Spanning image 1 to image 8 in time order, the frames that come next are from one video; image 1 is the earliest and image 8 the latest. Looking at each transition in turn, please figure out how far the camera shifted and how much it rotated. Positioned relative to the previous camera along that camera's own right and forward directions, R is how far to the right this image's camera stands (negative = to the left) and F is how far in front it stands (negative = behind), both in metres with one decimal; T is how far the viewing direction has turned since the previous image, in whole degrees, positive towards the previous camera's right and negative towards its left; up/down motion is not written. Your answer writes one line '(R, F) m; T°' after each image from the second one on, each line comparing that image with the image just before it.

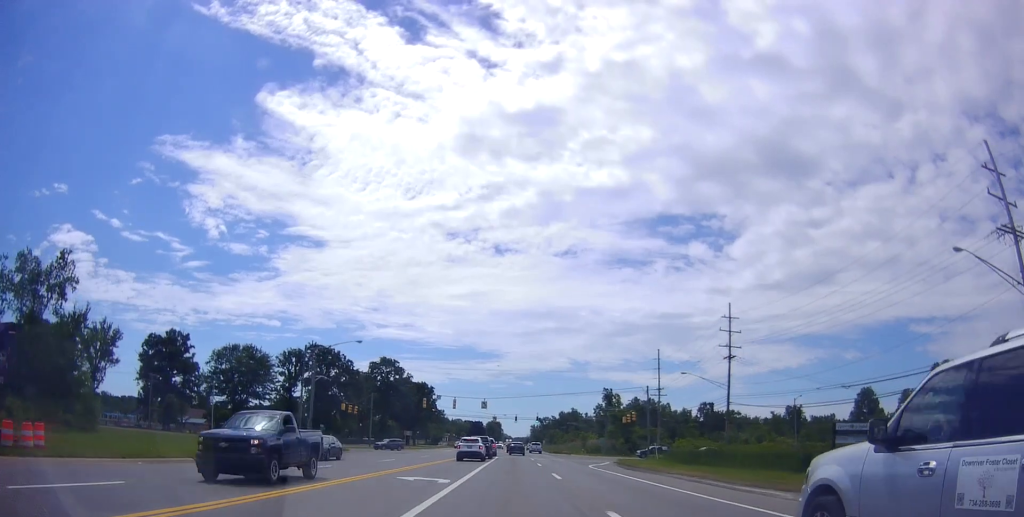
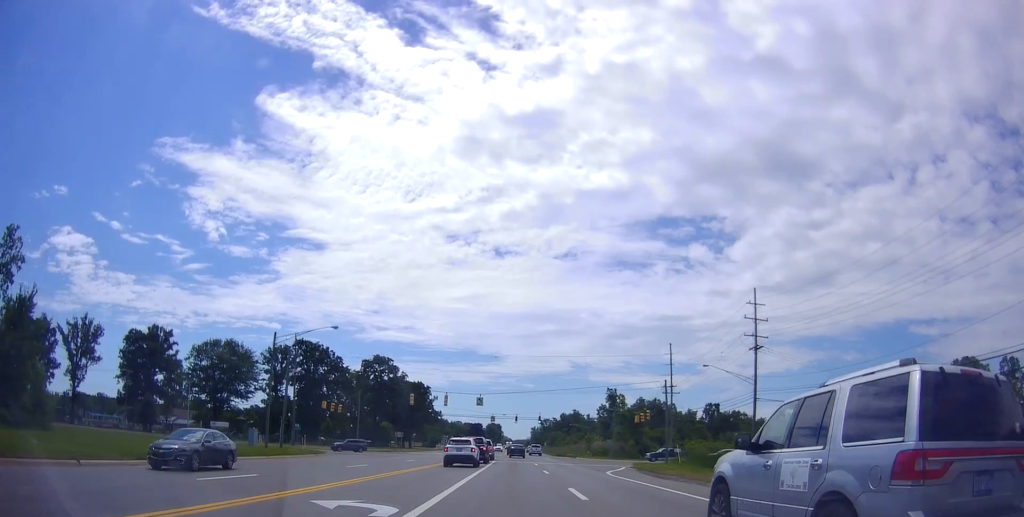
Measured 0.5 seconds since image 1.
(+0.4, +8.5) m; +1°
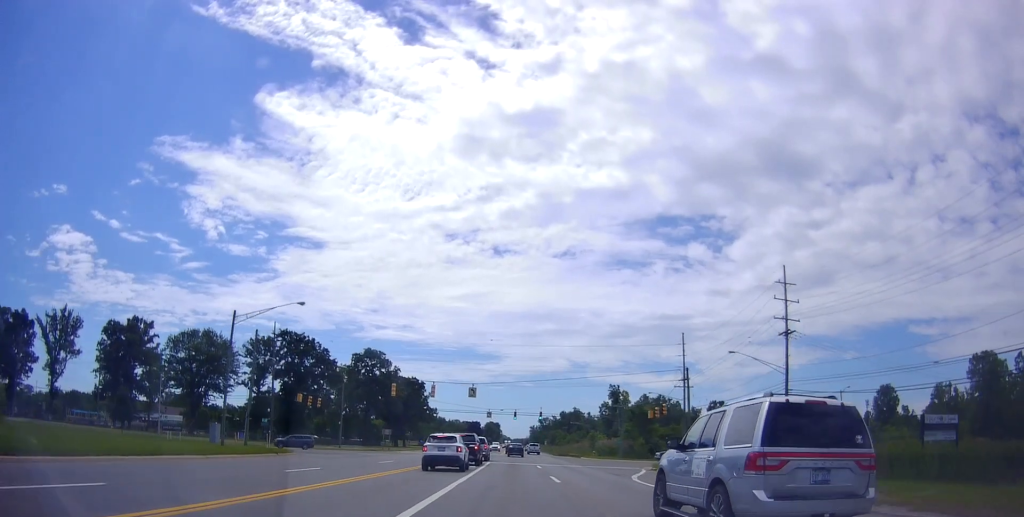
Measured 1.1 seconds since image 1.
(+0.2, +8.5) m; +1°
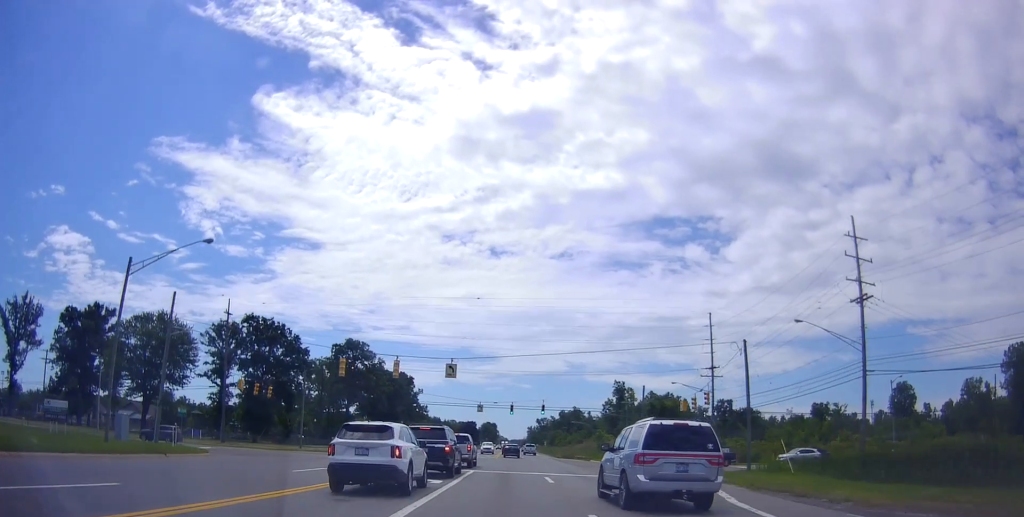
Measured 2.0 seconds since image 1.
(0.0, +14.4) m; 0°
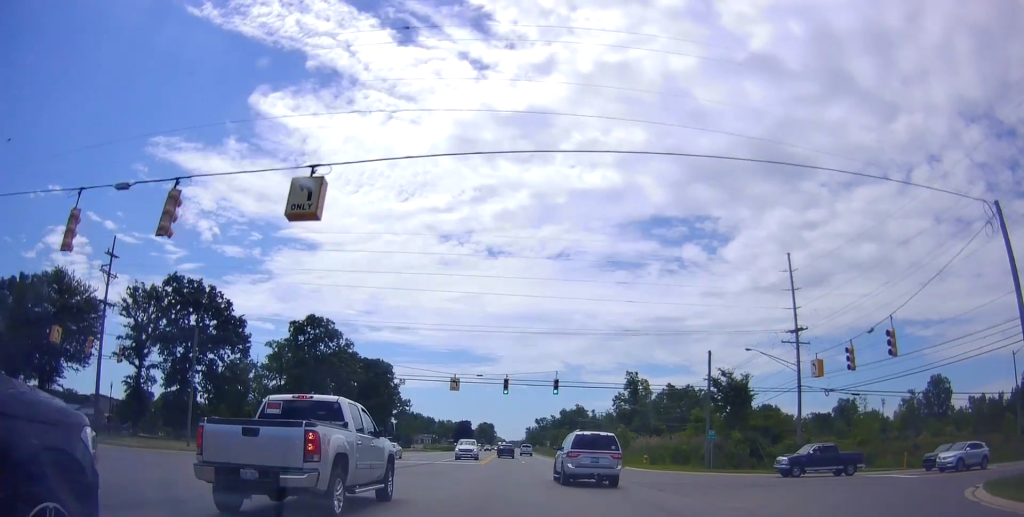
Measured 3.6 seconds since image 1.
(0.0, +23.5) m; 0°
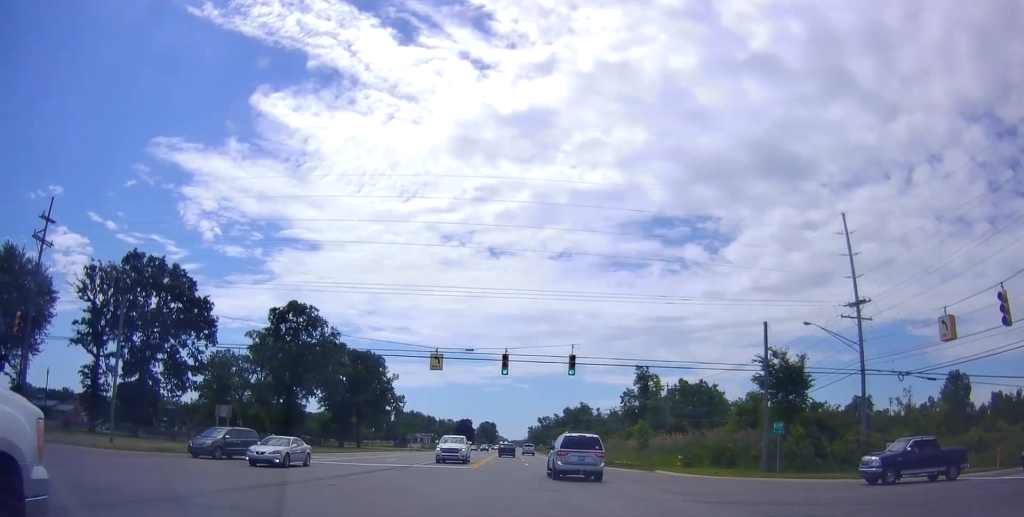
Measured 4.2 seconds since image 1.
(0.0, +9.6) m; 0°
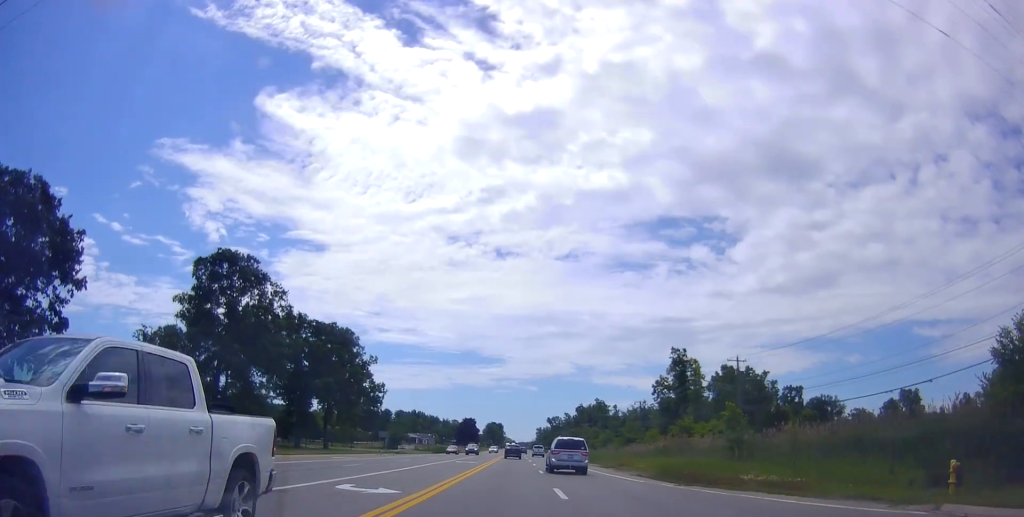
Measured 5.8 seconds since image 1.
(0.0, +25.8) m; 0°
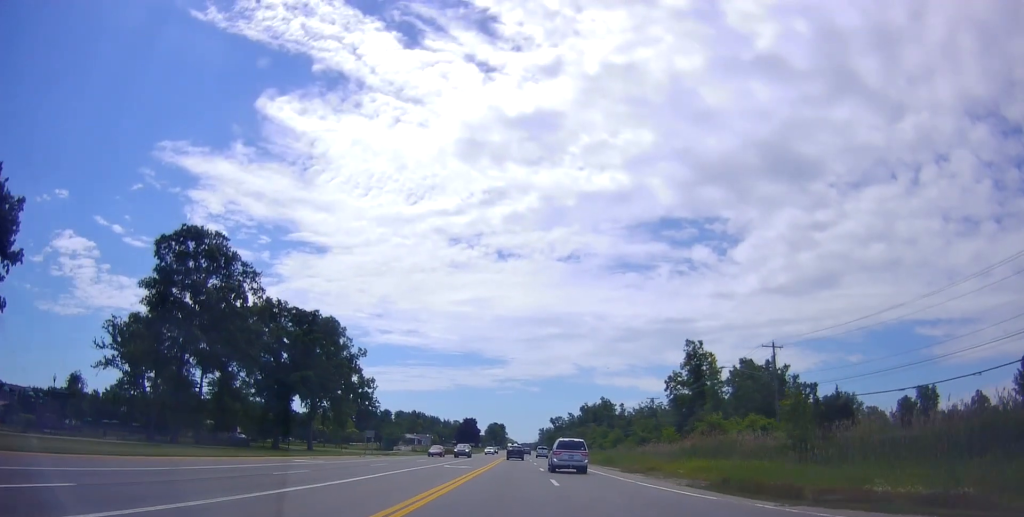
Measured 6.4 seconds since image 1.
(0.0, +9.0) m; -1°
